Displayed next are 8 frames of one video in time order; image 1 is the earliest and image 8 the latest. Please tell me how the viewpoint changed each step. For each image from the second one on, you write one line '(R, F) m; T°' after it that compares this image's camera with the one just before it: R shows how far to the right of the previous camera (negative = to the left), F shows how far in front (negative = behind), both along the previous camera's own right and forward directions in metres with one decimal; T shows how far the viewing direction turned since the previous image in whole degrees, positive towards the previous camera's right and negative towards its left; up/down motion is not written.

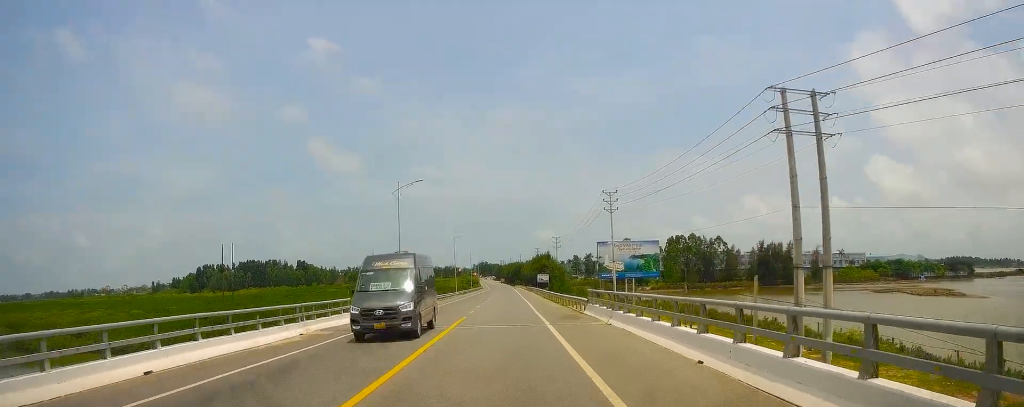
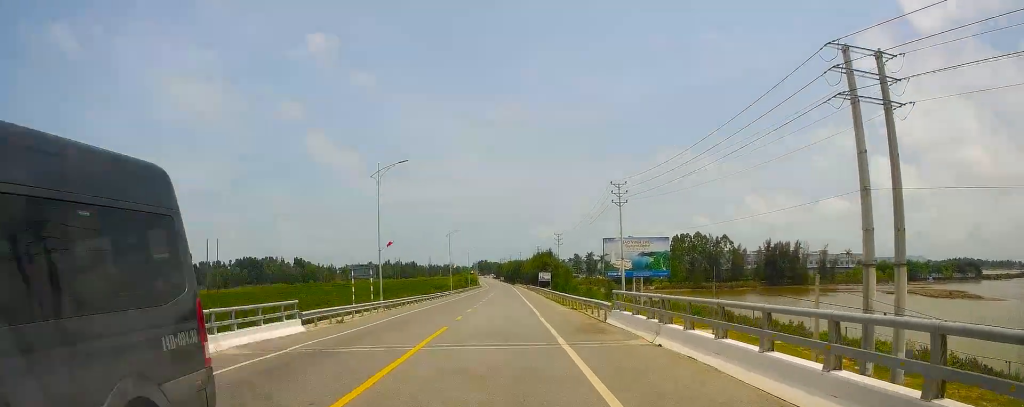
(0.0, +7.2) m; -2°
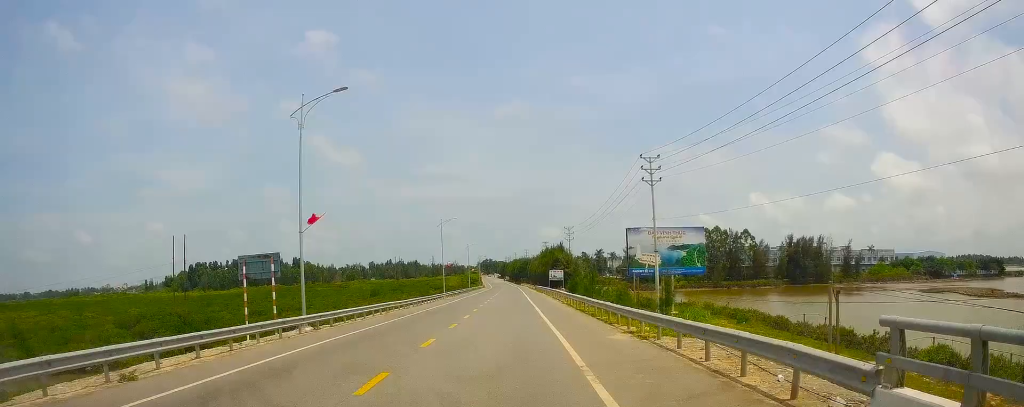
(-0.6, +15.8) m; -2°
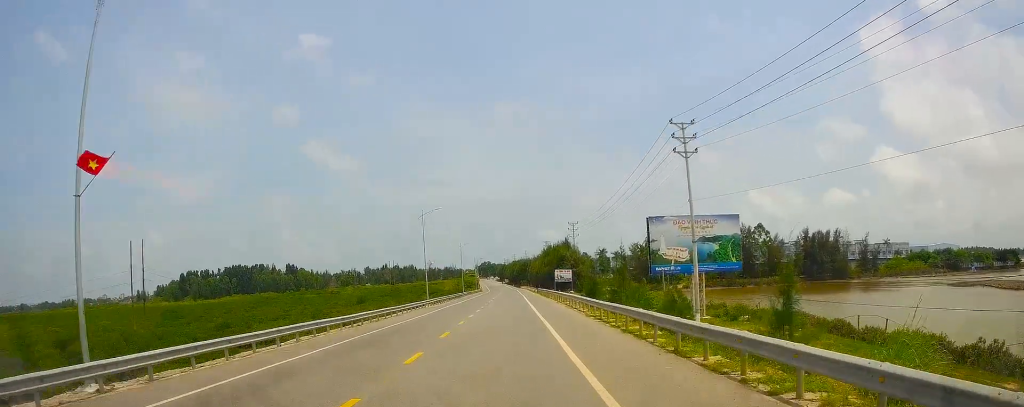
(+0.1, +13.9) m; +2°
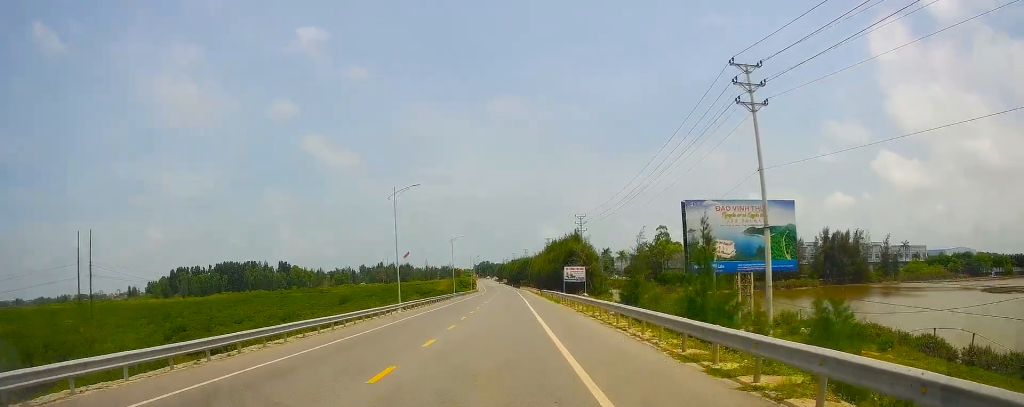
(+0.4, +14.5) m; 0°
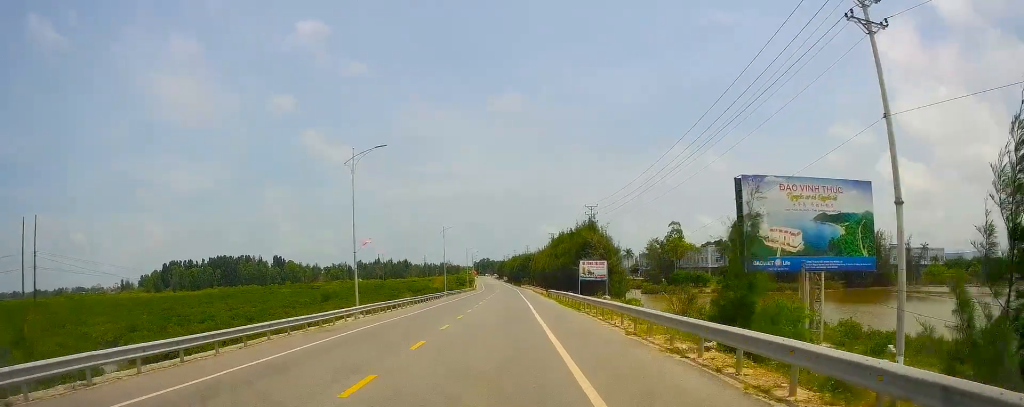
(-0.3, +13.2) m; 0°
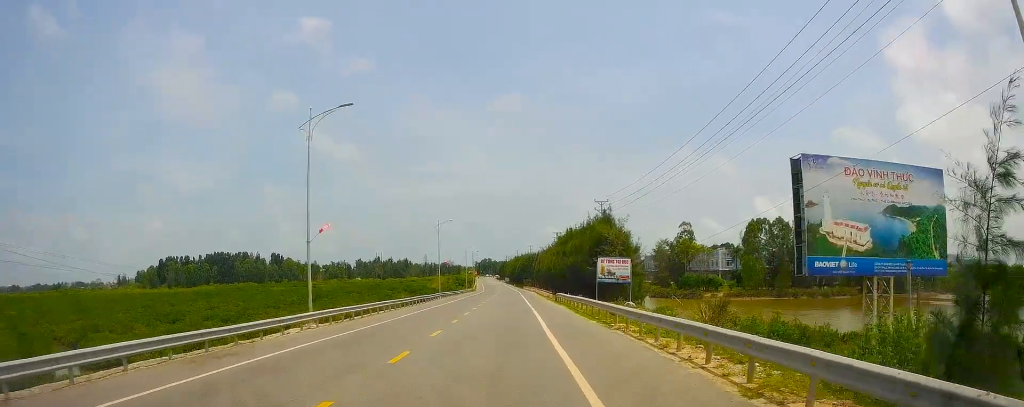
(-0.1, +8.5) m; 0°
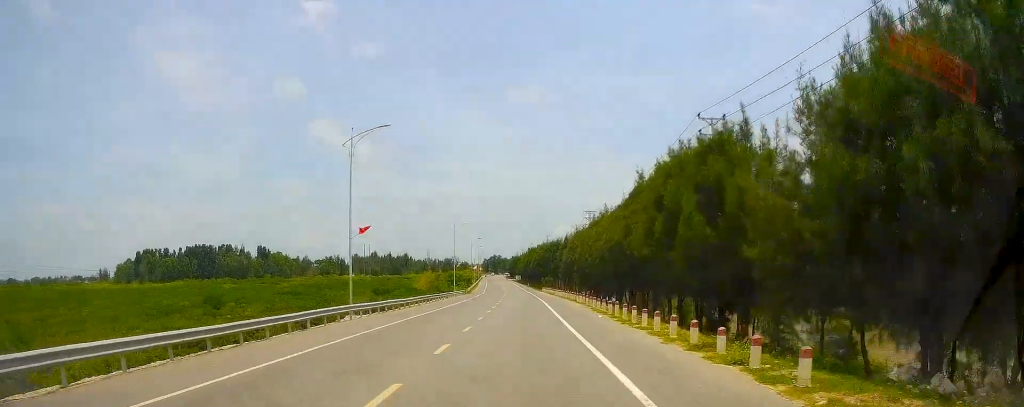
(-0.5, +46.1) m; 0°
